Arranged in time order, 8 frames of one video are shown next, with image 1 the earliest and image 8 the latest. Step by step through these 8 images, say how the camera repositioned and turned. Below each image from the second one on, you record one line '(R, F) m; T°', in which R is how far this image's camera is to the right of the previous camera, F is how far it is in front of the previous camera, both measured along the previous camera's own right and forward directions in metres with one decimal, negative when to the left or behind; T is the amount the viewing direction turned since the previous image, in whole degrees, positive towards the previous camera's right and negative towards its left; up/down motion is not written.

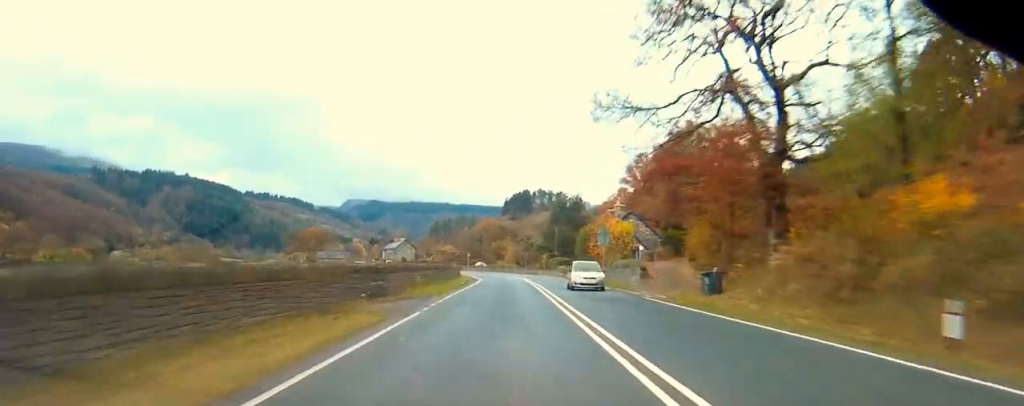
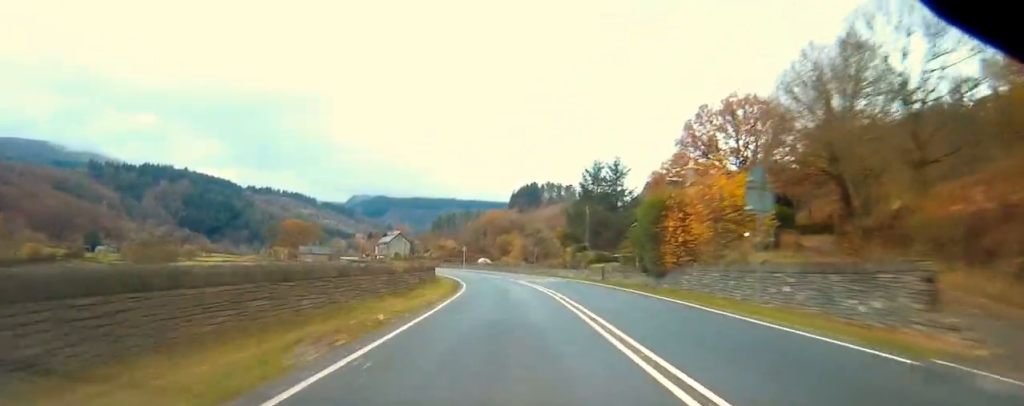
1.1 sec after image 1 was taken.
(+0.1, +31.6) m; -1°
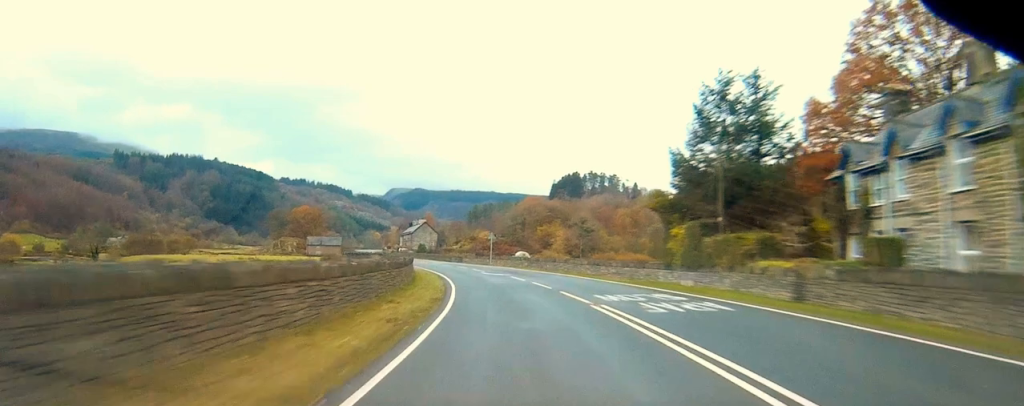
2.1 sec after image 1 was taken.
(-0.6, +32.2) m; -3°
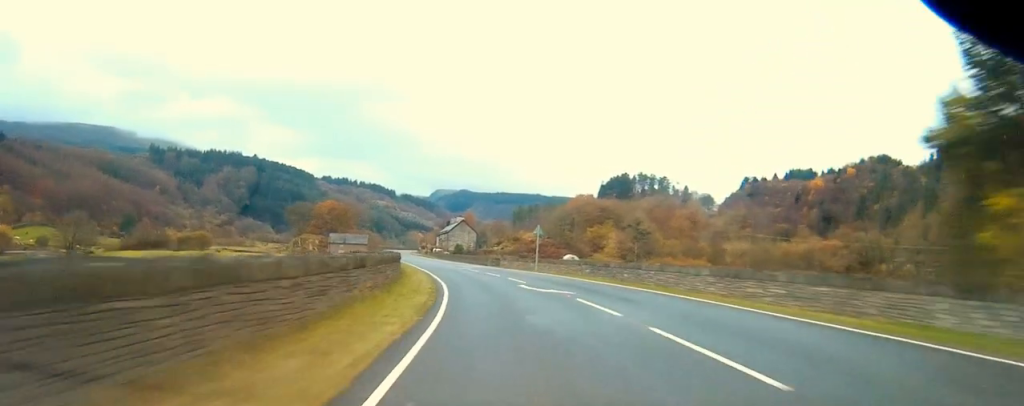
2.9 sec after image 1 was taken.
(-0.3, +22.3) m; -4°
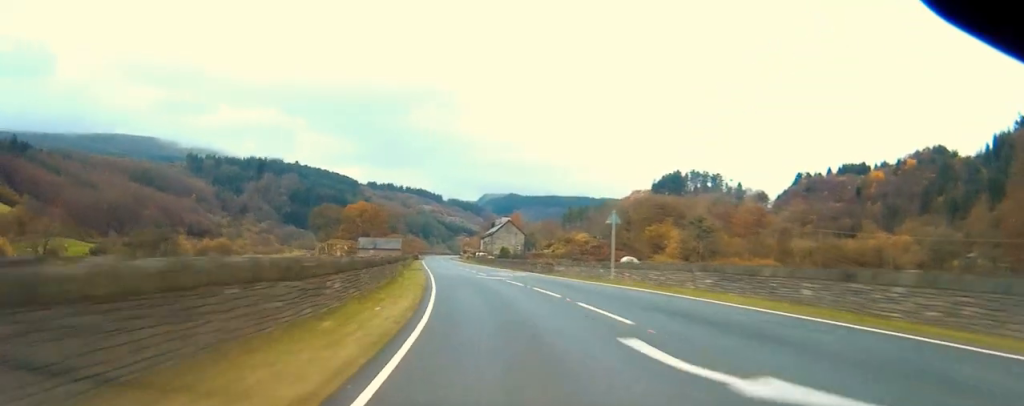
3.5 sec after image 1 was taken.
(-0.9, +20.6) m; -4°
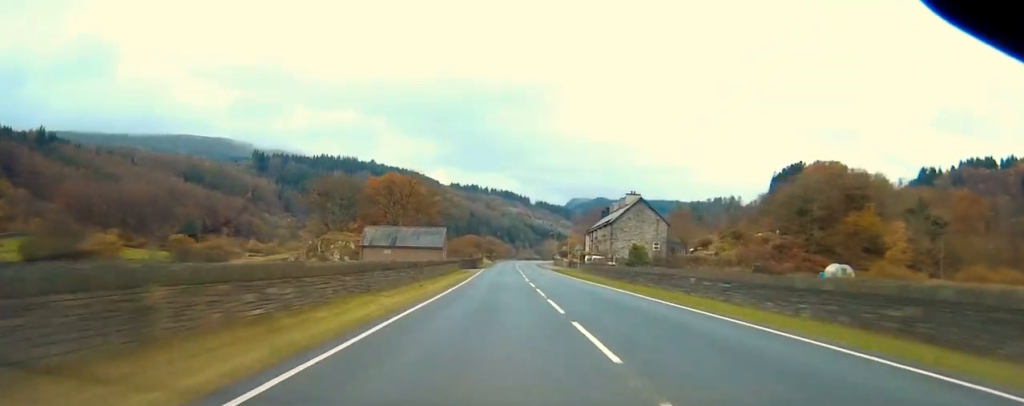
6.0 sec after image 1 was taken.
(-5.5, +77.0) m; -6°
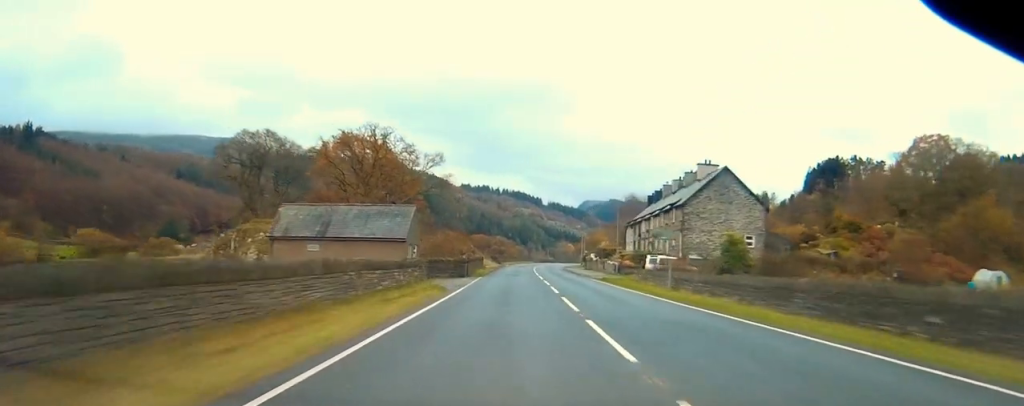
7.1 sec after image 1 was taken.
(-0.3, +36.4) m; 0°
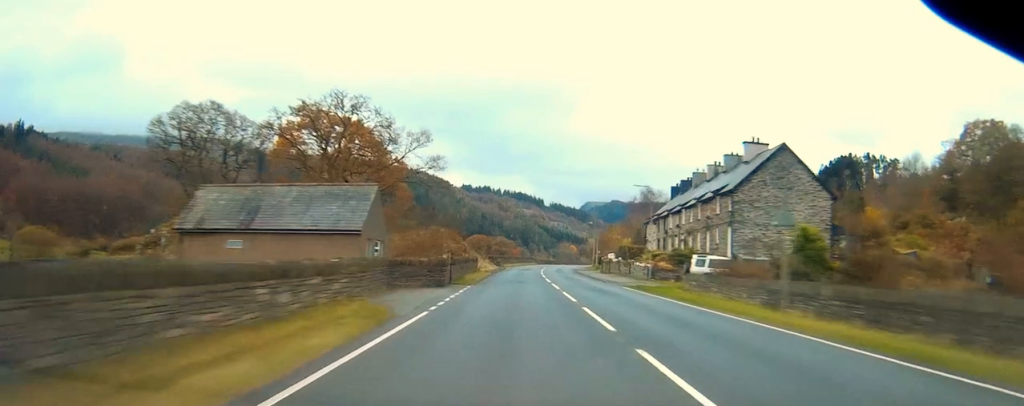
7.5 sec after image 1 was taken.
(0.0, +14.5) m; 0°
